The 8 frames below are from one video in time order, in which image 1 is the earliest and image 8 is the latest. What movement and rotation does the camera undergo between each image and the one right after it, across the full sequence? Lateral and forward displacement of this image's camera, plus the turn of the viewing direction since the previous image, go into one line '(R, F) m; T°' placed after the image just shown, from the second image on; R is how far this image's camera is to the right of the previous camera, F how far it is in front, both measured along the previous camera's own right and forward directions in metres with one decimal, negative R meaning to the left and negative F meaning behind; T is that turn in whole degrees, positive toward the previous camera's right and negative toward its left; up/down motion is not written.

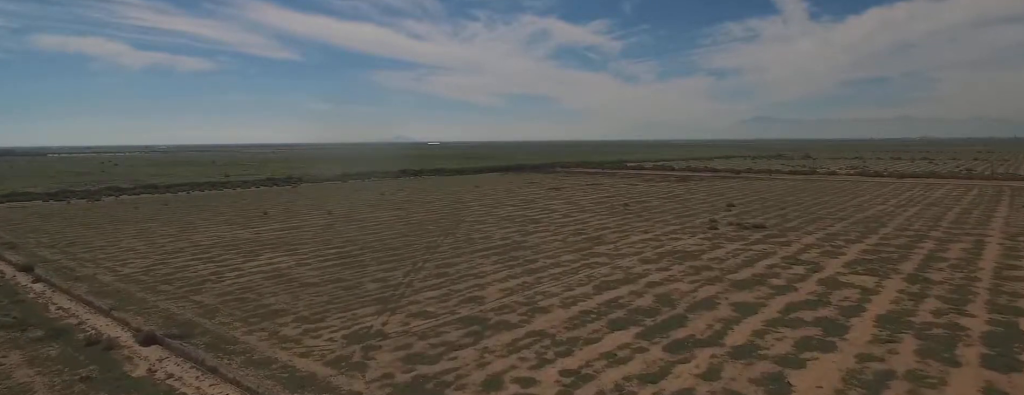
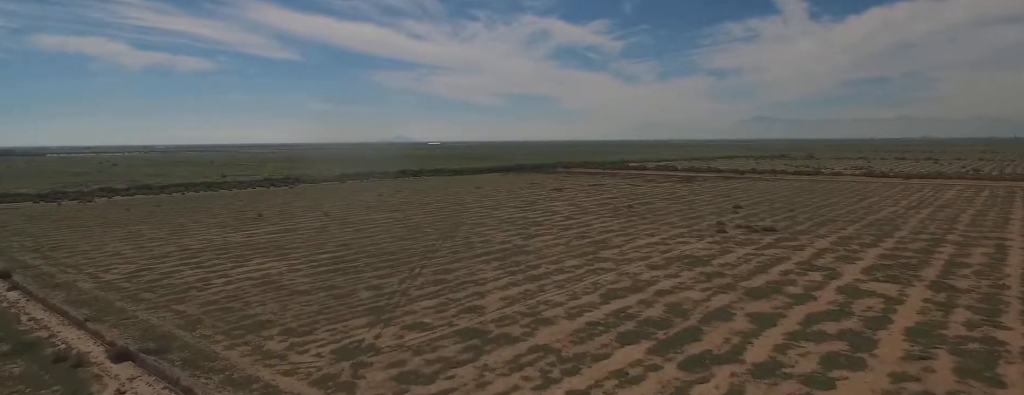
(0.0, +5.7) m; 0°
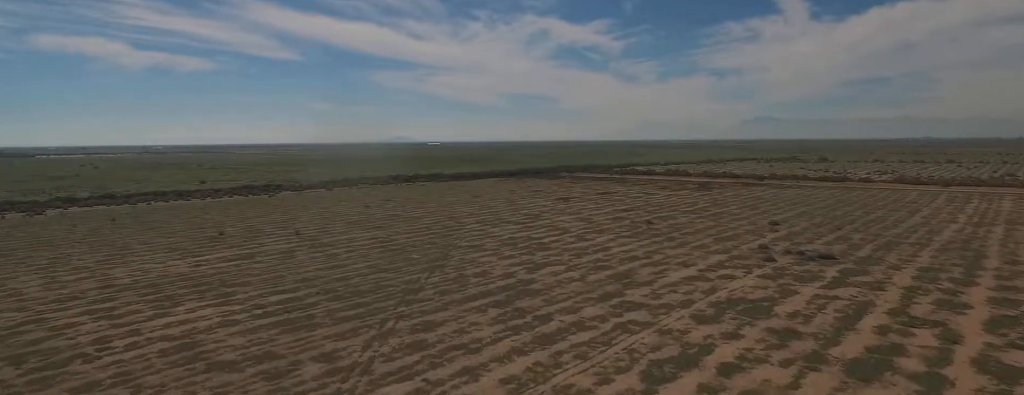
(+0.1, +27.8) m; +1°
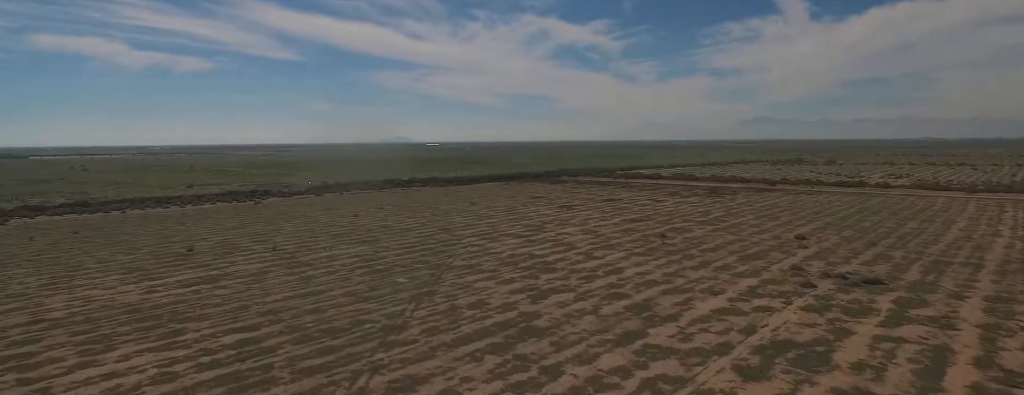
(+0.1, +17.1) m; +1°
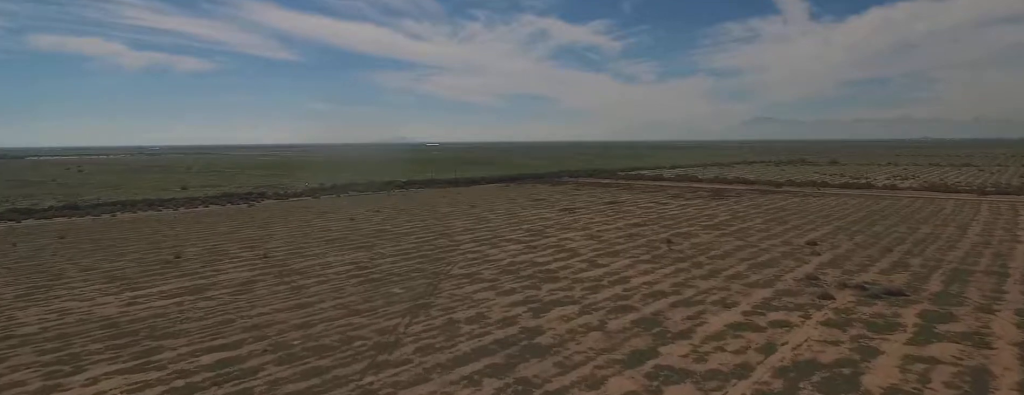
(0.0, +6.6) m; 0°
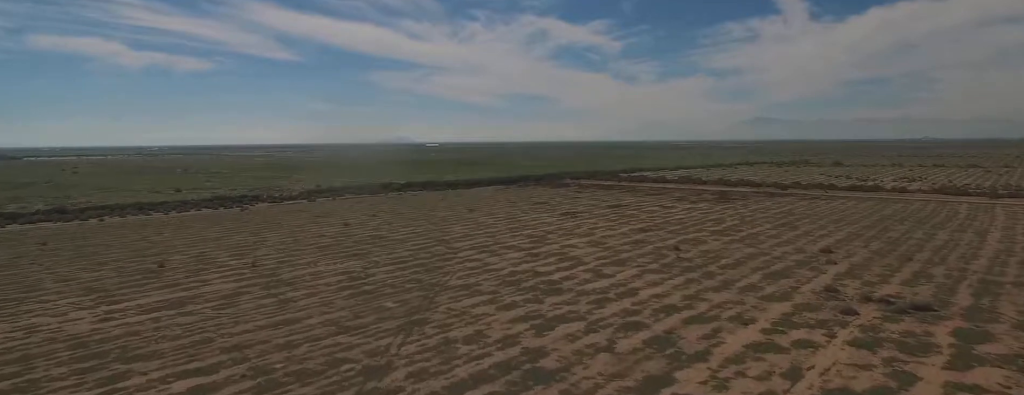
(0.0, +8.0) m; 0°
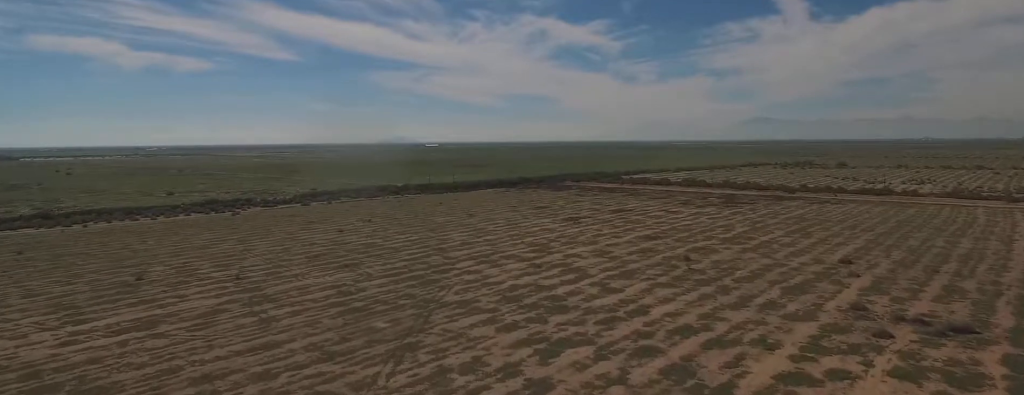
(0.0, +11.5) m; 0°
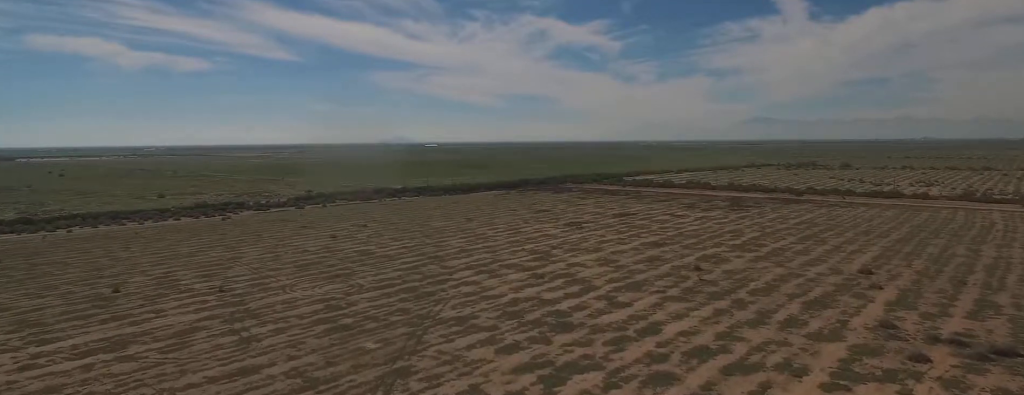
(0.0, +8.0) m; -1°
